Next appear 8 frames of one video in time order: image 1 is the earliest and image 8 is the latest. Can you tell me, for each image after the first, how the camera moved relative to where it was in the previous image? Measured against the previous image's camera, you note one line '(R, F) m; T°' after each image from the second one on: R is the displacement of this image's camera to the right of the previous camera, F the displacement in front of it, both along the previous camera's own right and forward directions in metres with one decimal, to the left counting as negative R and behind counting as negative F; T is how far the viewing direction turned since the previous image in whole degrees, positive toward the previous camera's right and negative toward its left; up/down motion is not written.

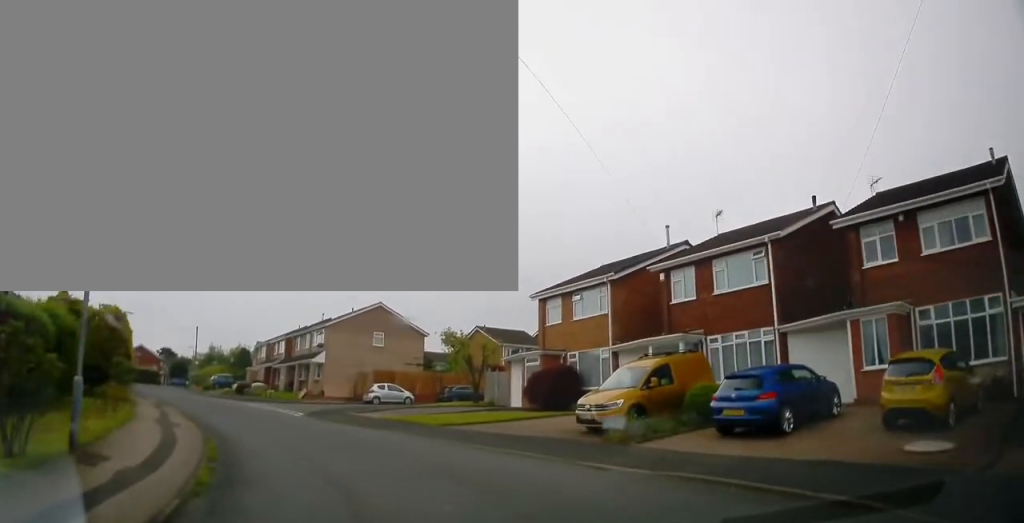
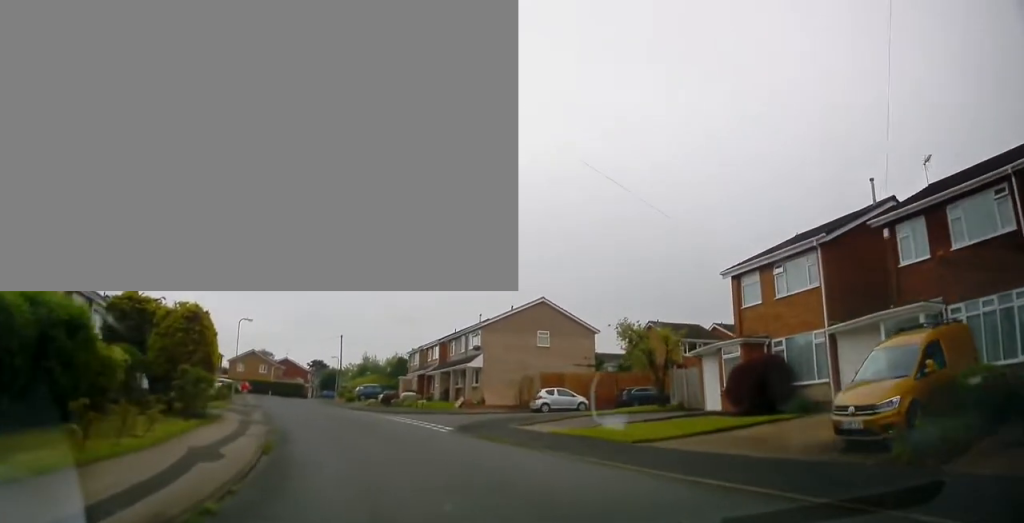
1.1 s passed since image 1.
(-0.6, +5.4) m; -13°
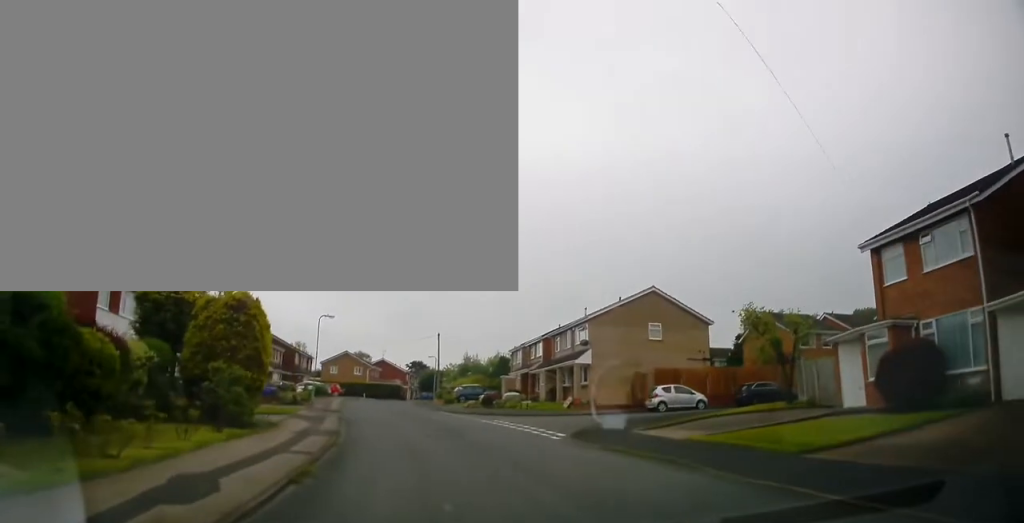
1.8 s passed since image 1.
(-0.2, +3.5) m; -8°
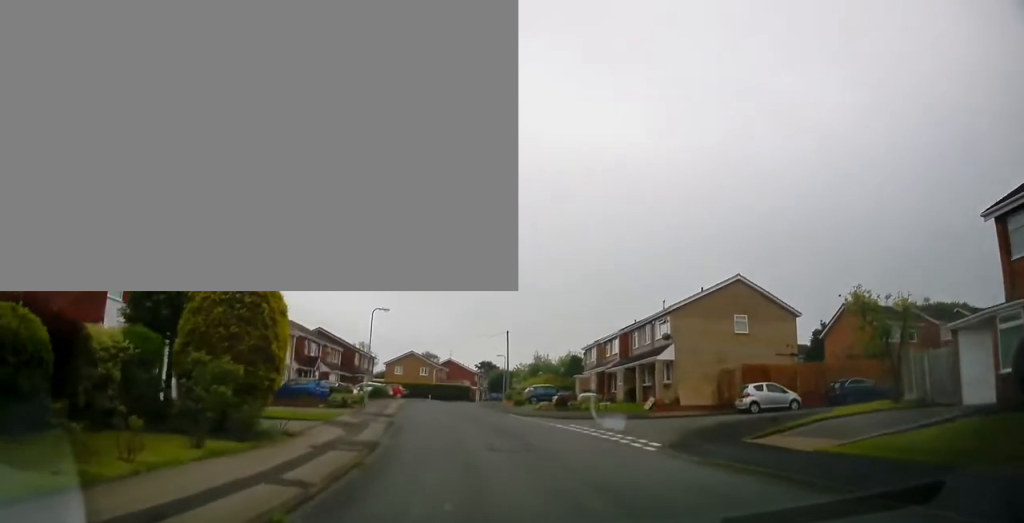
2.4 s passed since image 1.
(-0.3, +3.5) m; -8°
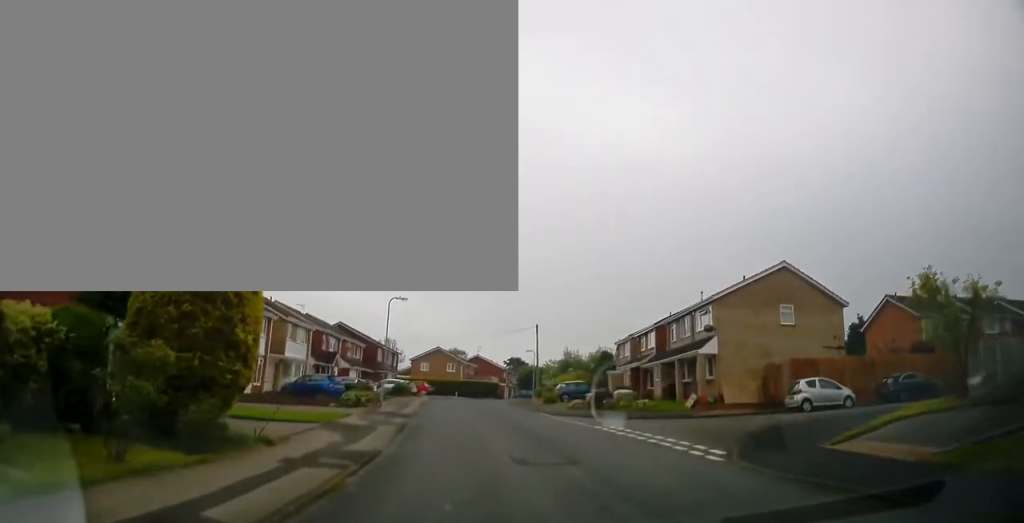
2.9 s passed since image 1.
(-0.1, +2.8) m; -3°
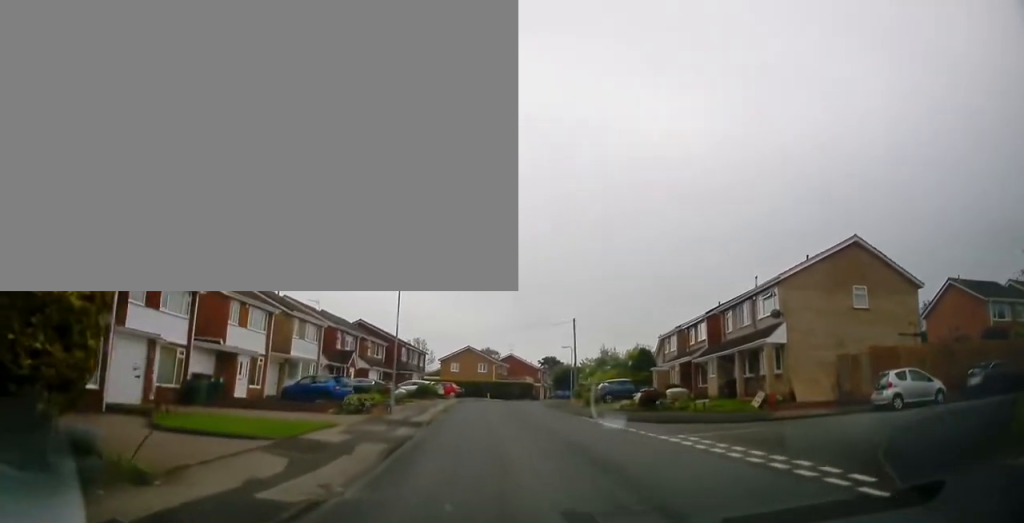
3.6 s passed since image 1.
(-0.2, +4.7) m; -4°
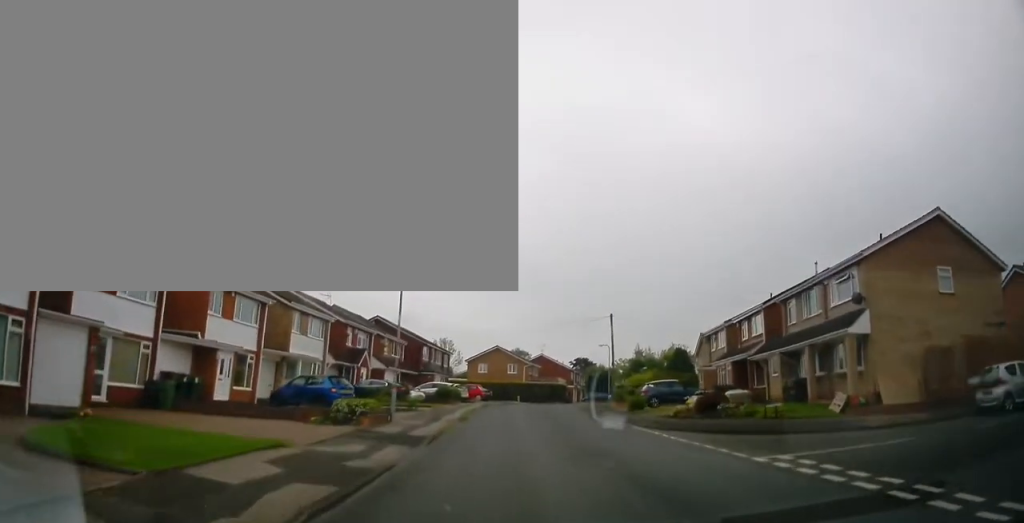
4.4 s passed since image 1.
(-0.1, +4.8) m; -4°
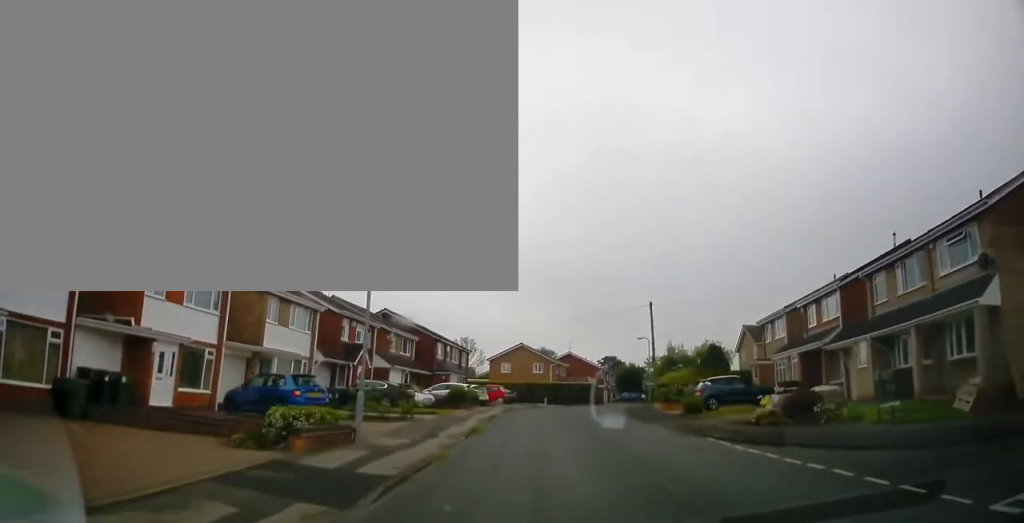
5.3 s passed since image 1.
(-0.3, +6.4) m; -2°
